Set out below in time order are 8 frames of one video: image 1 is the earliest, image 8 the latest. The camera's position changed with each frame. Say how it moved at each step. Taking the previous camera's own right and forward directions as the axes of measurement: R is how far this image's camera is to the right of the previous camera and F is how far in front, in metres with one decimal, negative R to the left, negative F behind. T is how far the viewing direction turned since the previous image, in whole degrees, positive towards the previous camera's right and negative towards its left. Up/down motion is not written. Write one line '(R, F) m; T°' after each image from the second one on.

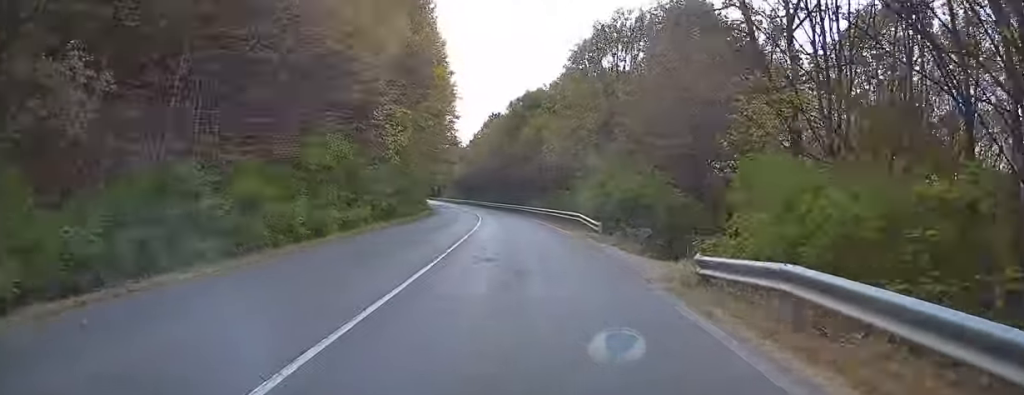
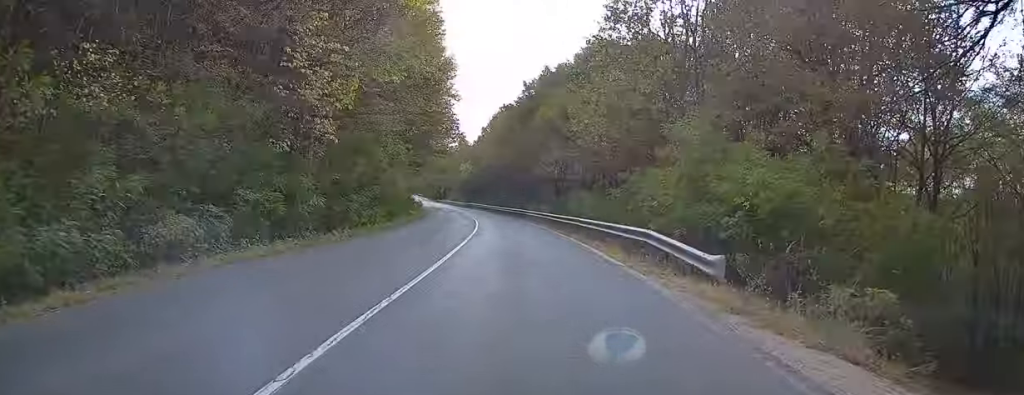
(-0.2, +14.2) m; -1°
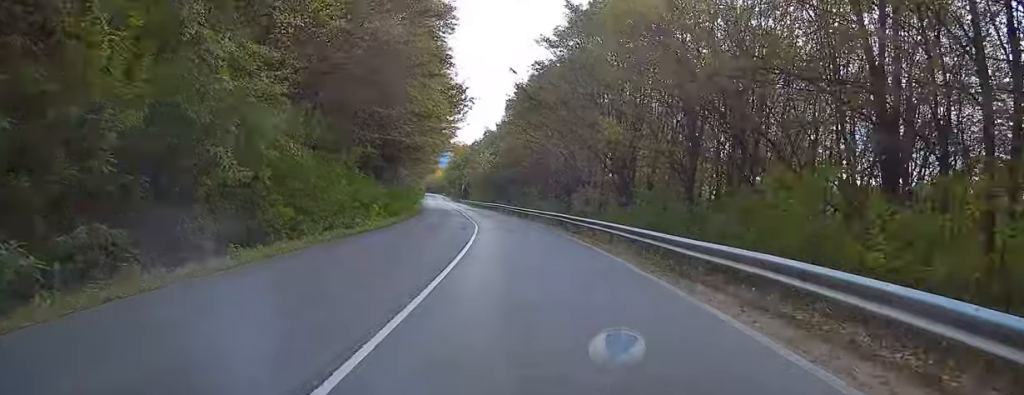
(-0.4, +23.1) m; -3°
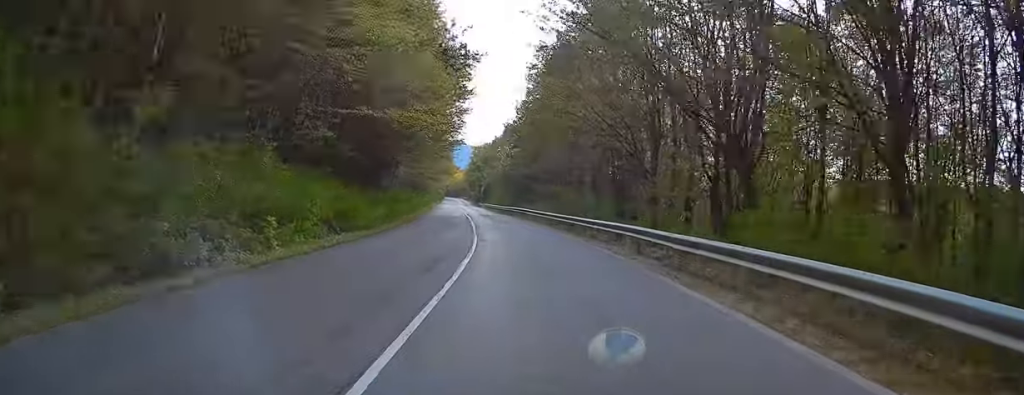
(-0.1, +14.8) m; -2°
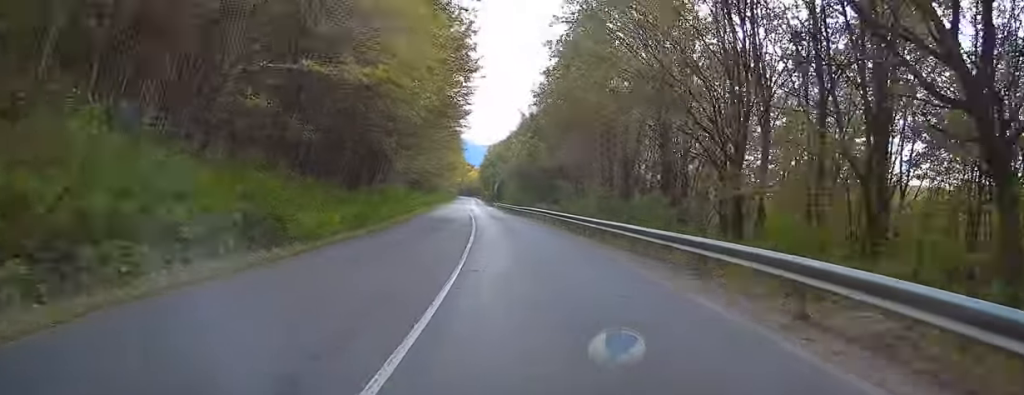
(-0.4, +9.6) m; -1°
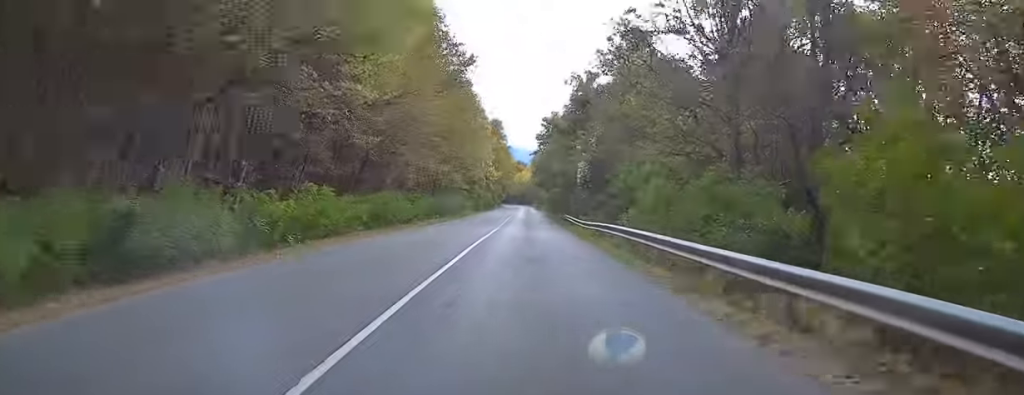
(-4.1, +76.4) m; -5°
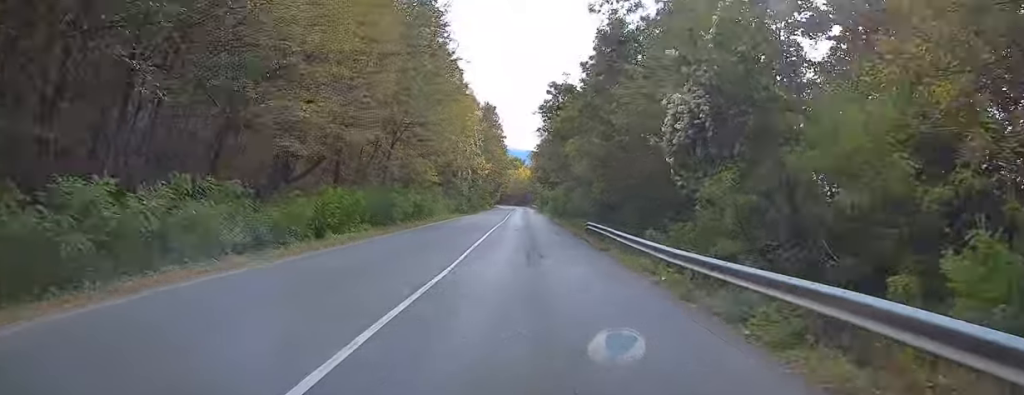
(+0.2, +21.6) m; 0°
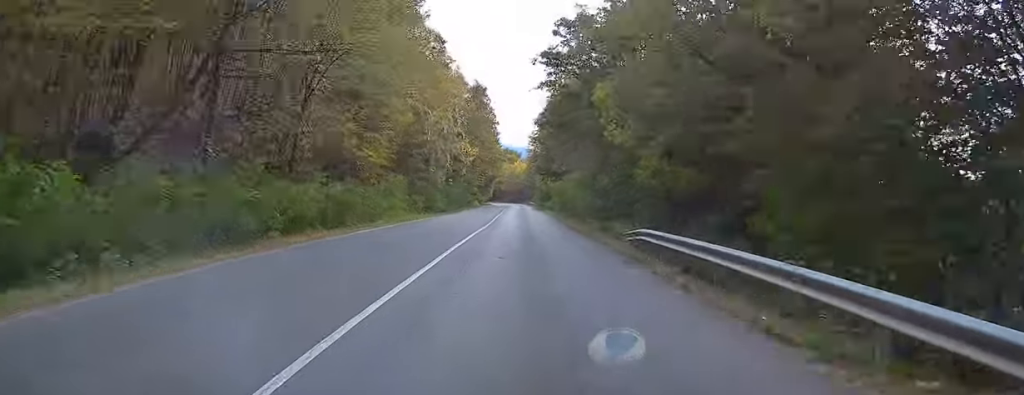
(0.0, +16.2) m; 0°
